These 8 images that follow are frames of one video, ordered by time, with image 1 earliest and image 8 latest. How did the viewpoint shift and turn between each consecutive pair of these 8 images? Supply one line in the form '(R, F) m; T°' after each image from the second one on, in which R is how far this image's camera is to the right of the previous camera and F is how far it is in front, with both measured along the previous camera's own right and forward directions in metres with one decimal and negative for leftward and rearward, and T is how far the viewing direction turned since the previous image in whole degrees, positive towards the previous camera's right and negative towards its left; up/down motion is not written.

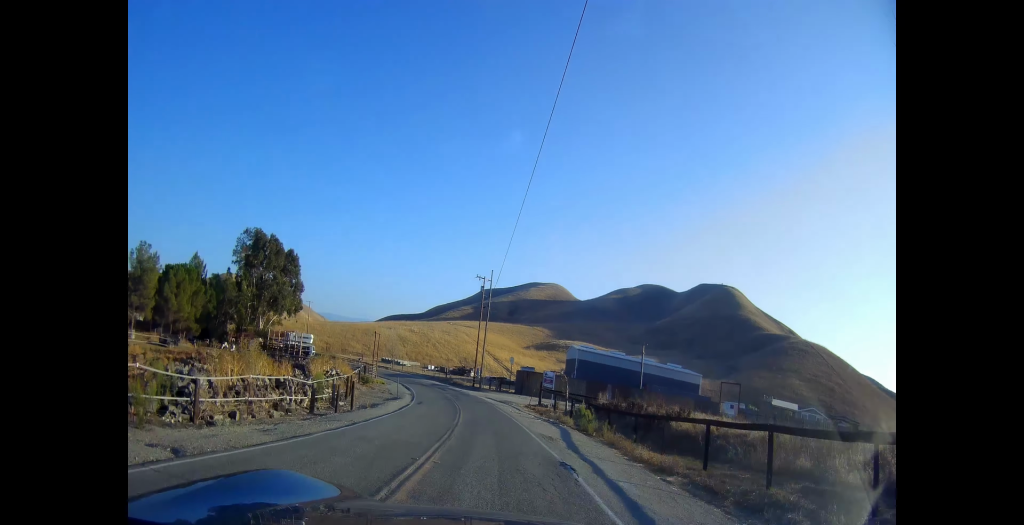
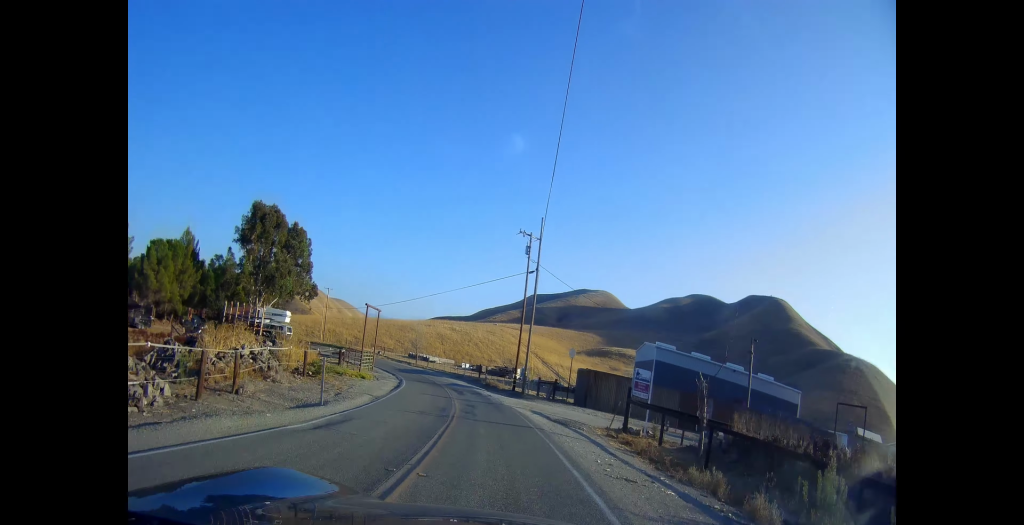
(-0.3, +20.6) m; -3°
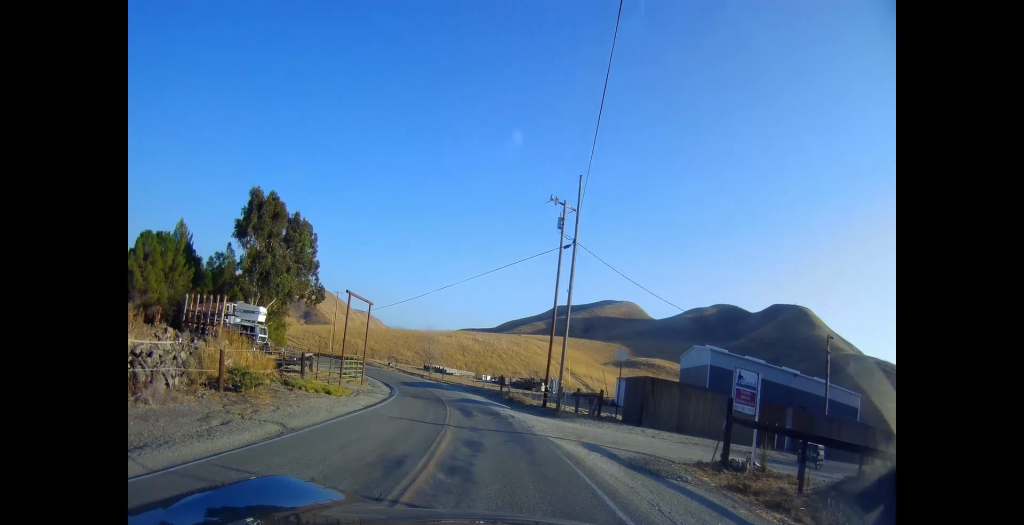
(+0.4, +10.2) m; -3°
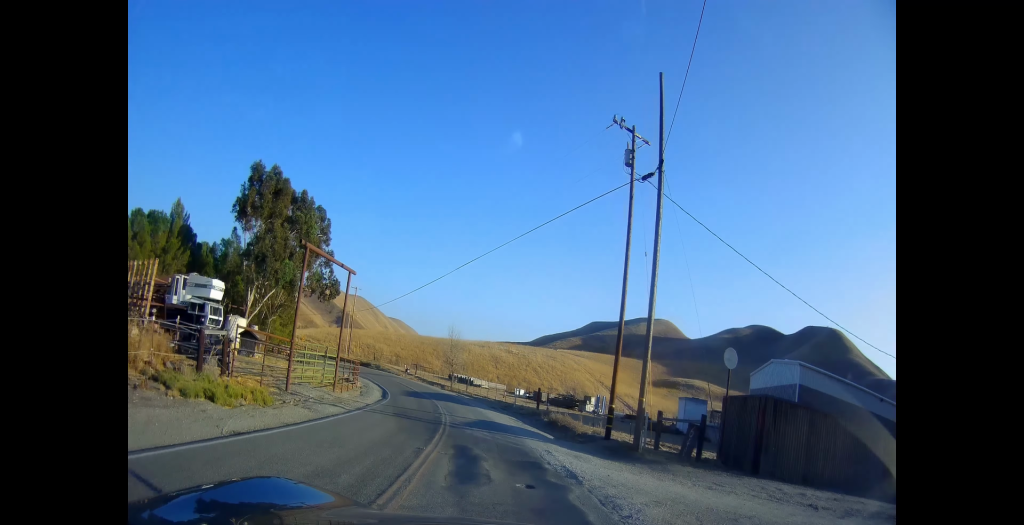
(-0.8, +11.6) m; -5°
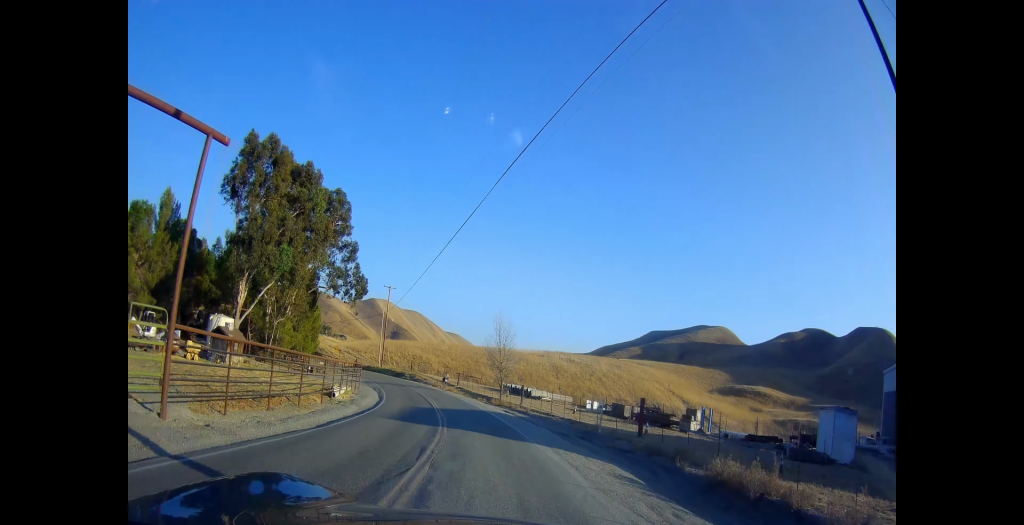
(-1.3, +16.5) m; -8°
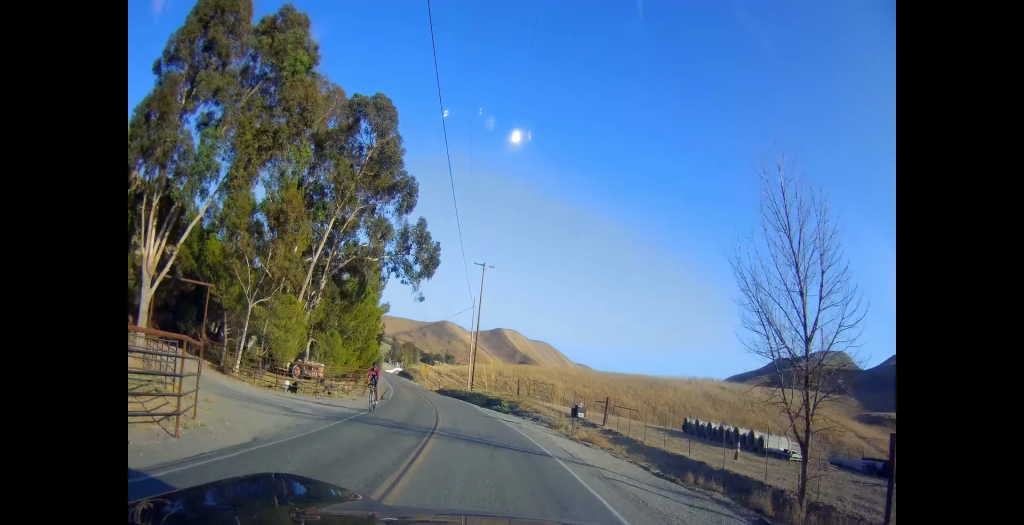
(-3.0, +33.3) m; -14°
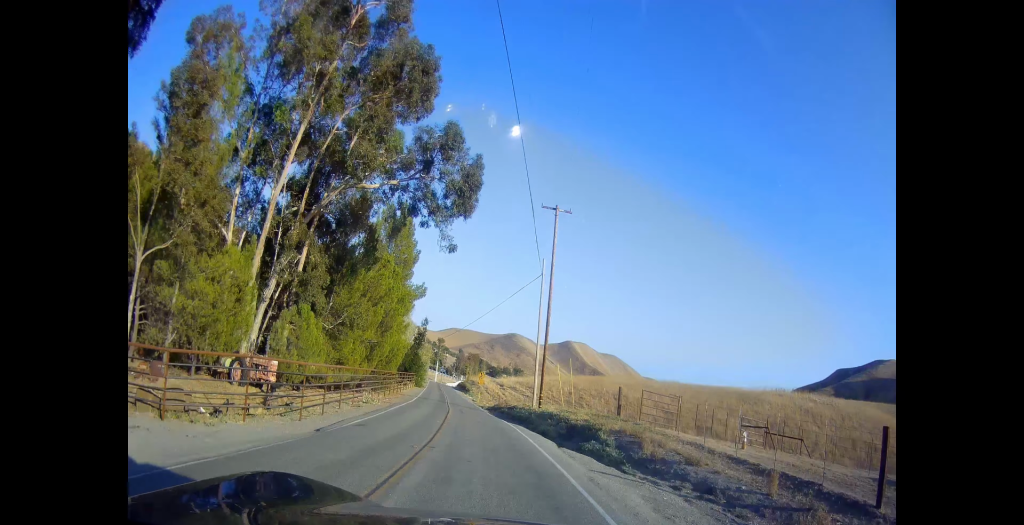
(-2.4, +19.4) m; -10°
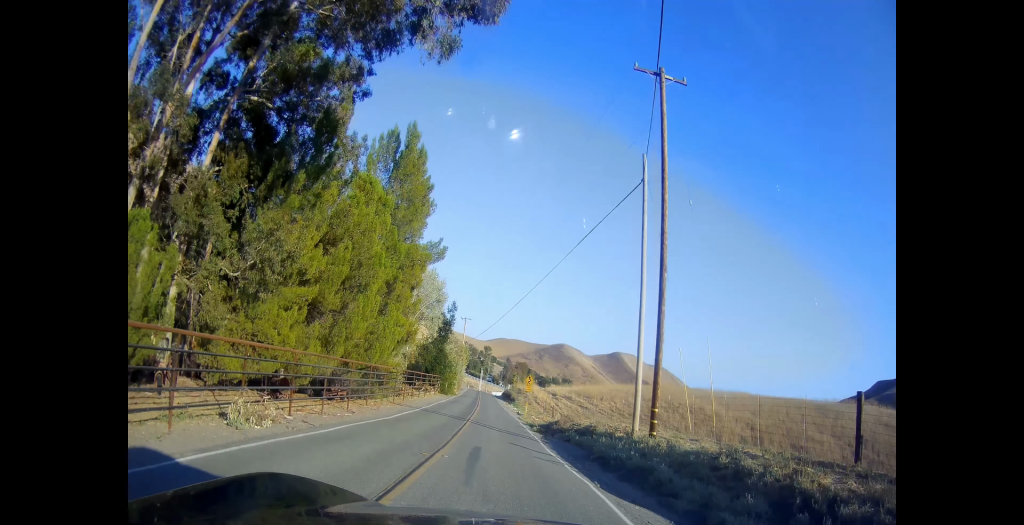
(-1.0, +17.4) m; -6°
